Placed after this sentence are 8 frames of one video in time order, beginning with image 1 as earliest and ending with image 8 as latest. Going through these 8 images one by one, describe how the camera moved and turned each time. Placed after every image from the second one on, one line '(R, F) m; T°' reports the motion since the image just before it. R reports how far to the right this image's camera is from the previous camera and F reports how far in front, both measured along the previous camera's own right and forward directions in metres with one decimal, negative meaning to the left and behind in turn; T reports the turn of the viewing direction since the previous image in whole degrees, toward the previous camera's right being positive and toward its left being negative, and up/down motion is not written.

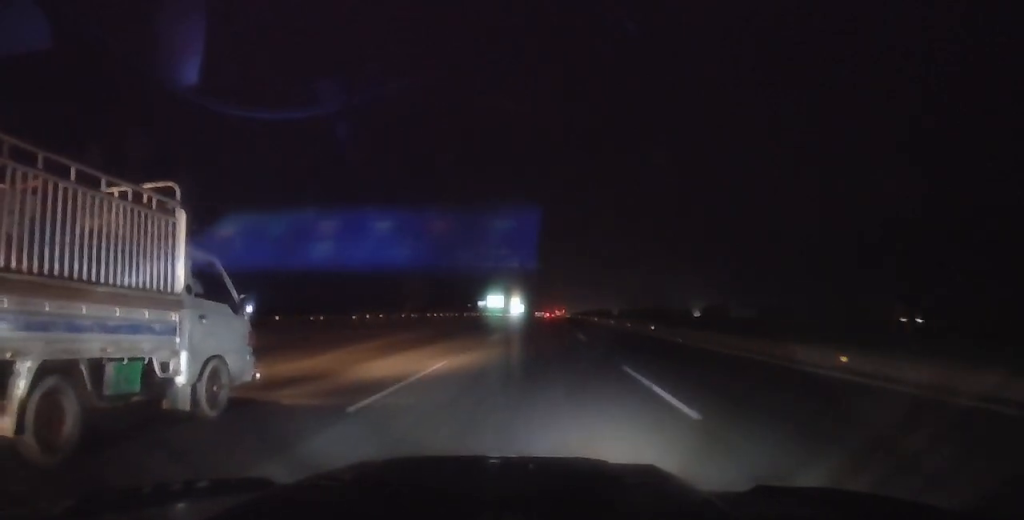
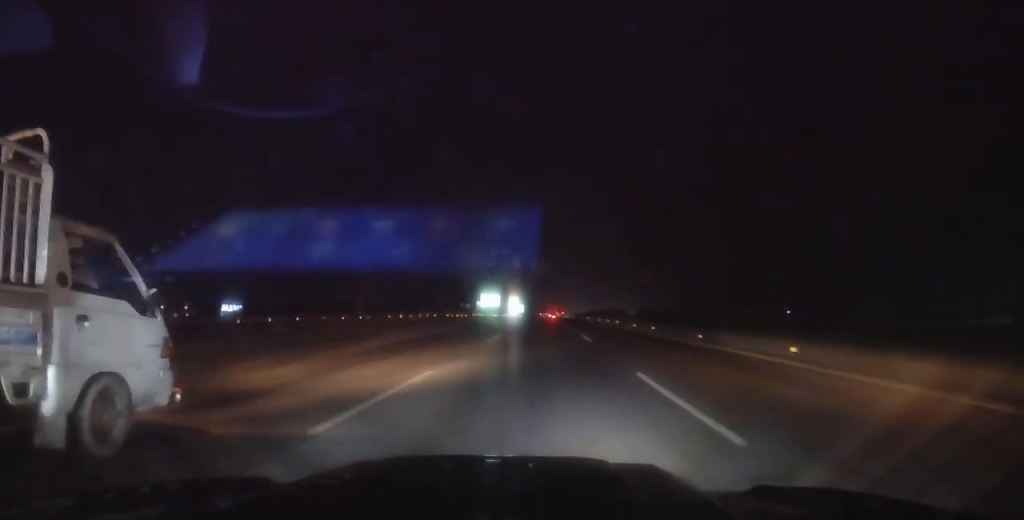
(0.0, +19.5) m; 0°
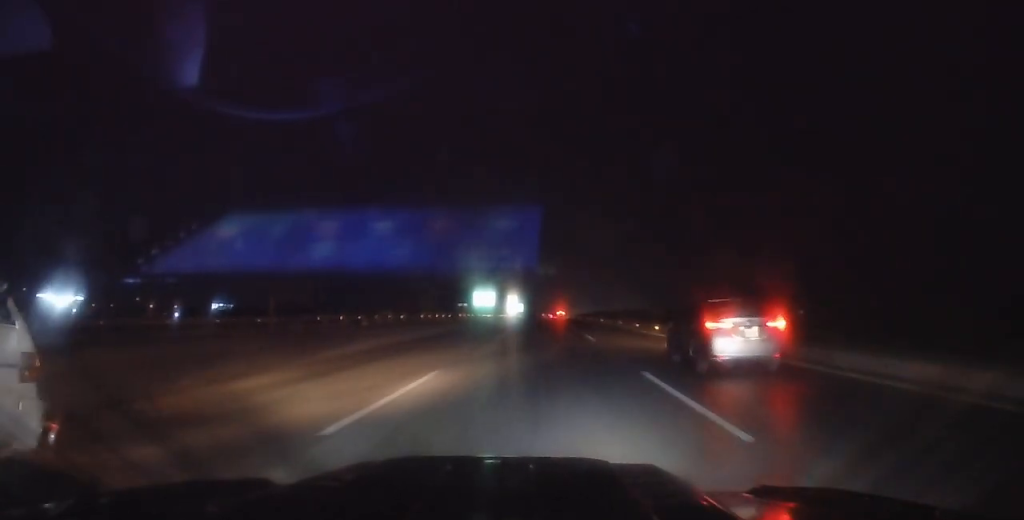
(+0.1, +18.1) m; 0°
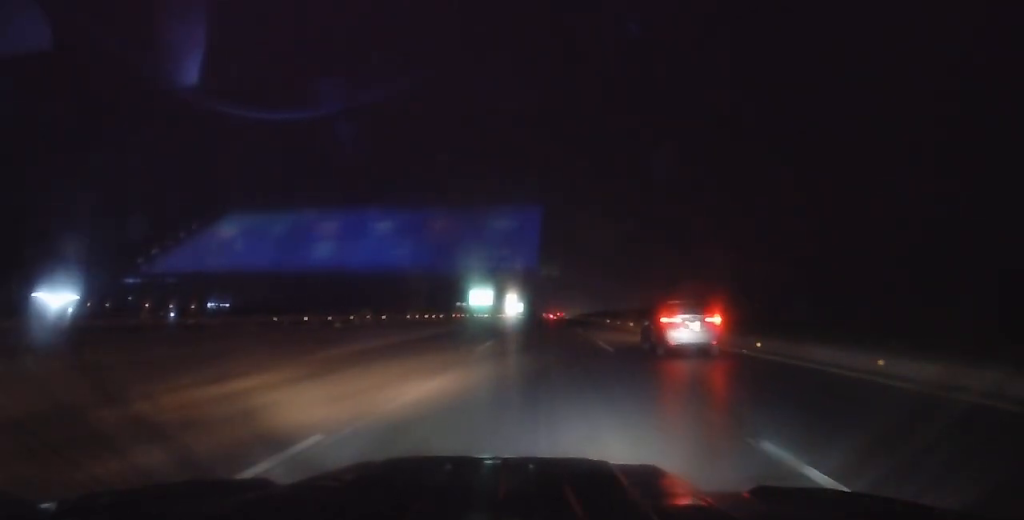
(+0.2, +6.4) m; -1°
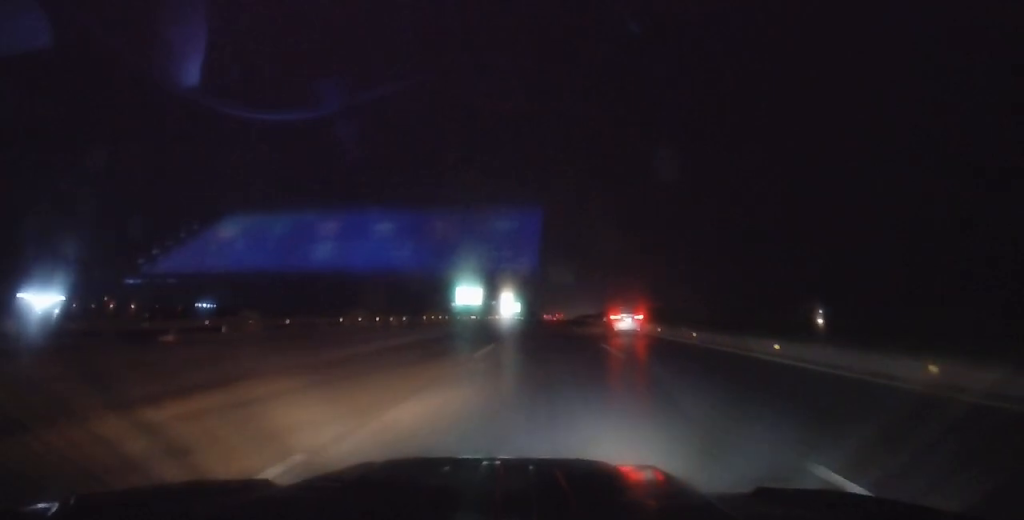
(-0.8, +19.1) m; -1°
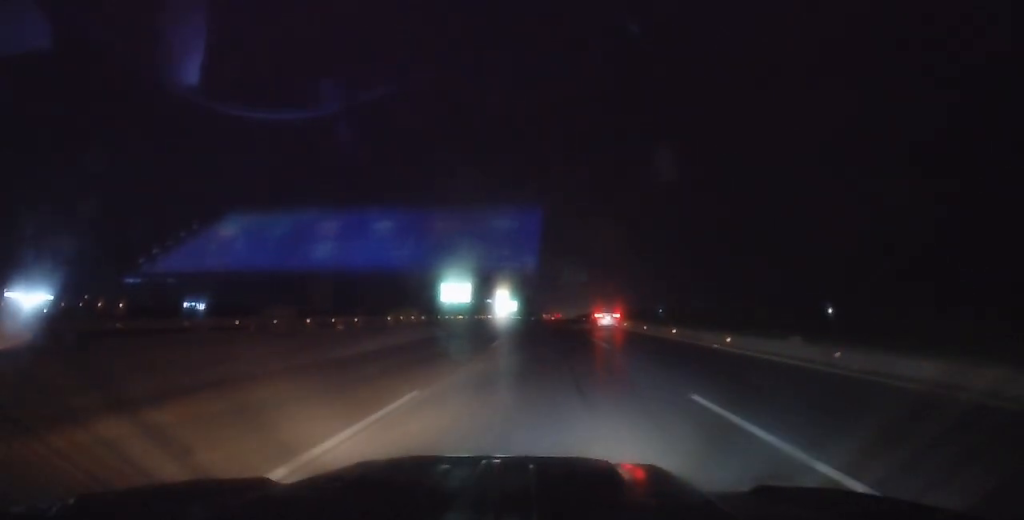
(+0.6, +13.4) m; +4°
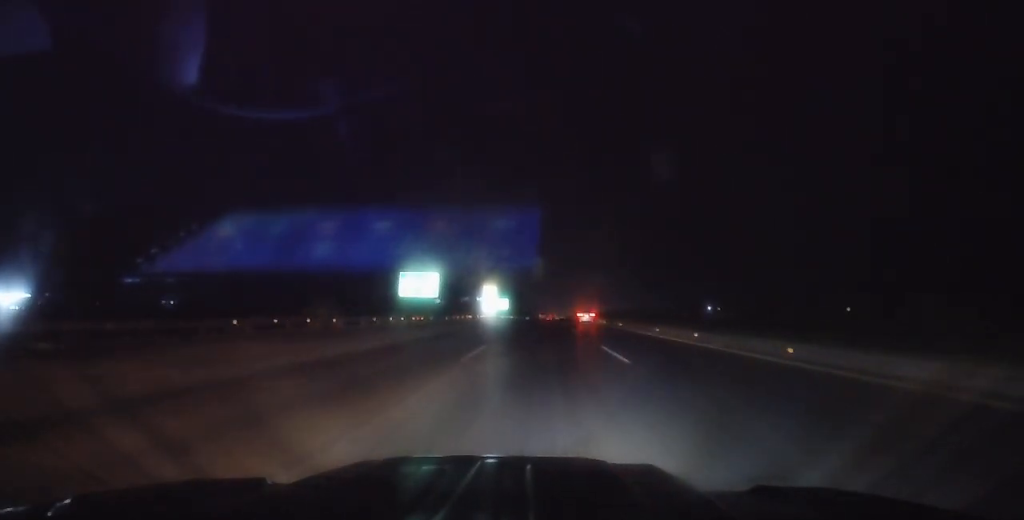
(-0.4, +24.0) m; -2°
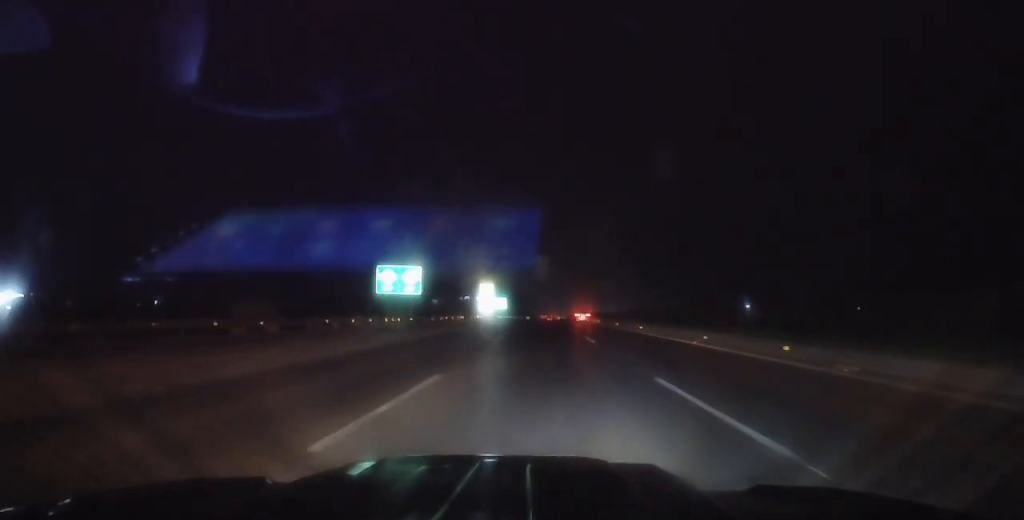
(-0.1, +9.6) m; 0°
